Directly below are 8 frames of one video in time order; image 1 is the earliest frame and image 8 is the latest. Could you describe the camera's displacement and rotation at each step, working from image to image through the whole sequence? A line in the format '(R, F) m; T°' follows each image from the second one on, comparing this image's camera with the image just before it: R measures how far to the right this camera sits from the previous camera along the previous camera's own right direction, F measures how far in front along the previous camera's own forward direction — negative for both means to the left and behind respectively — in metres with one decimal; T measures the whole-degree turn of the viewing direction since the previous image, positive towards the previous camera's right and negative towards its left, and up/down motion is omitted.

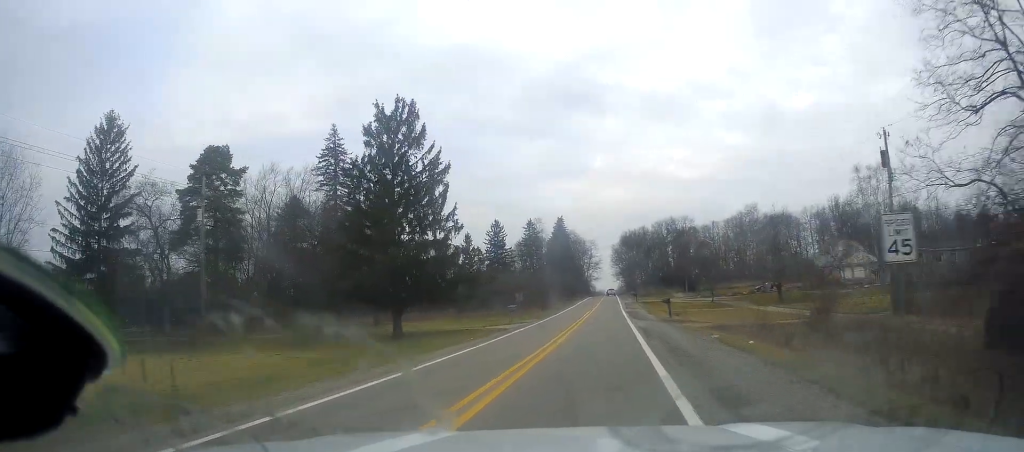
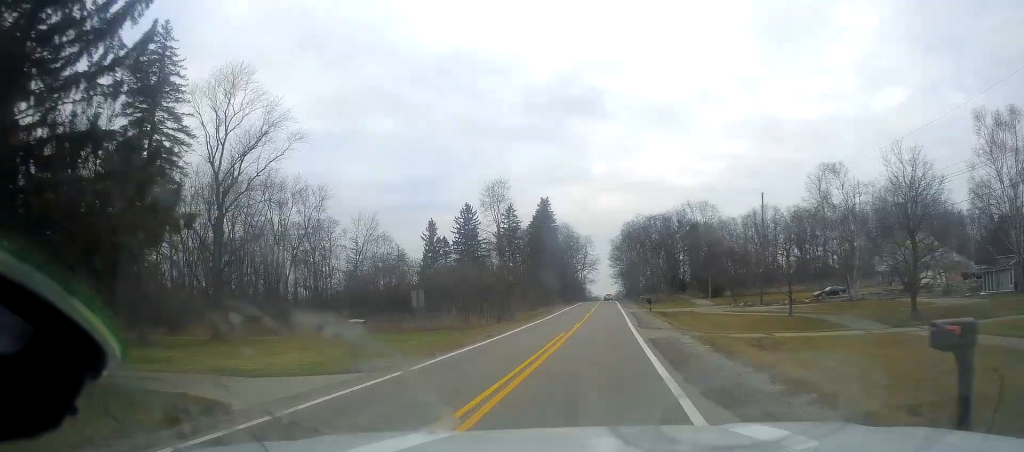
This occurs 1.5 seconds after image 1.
(+0.5, +30.8) m; +2°
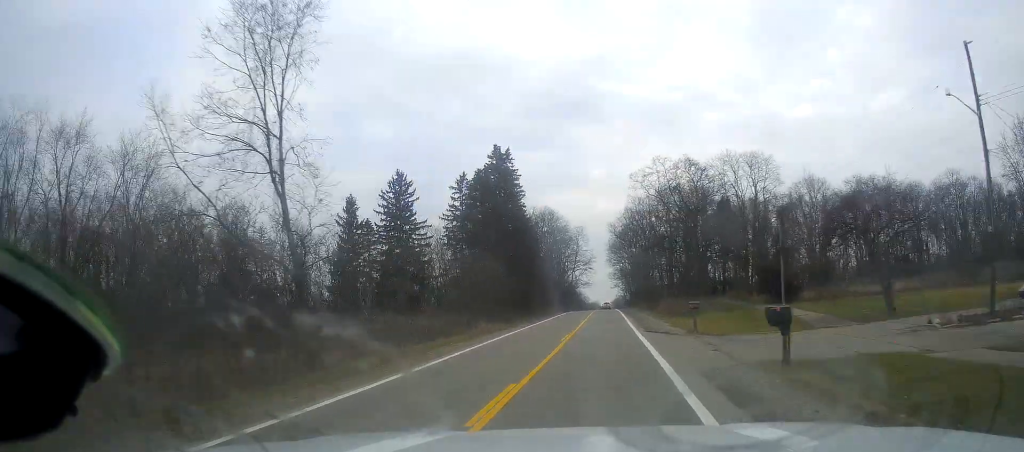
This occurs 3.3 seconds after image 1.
(+0.1, +39.8) m; -1°
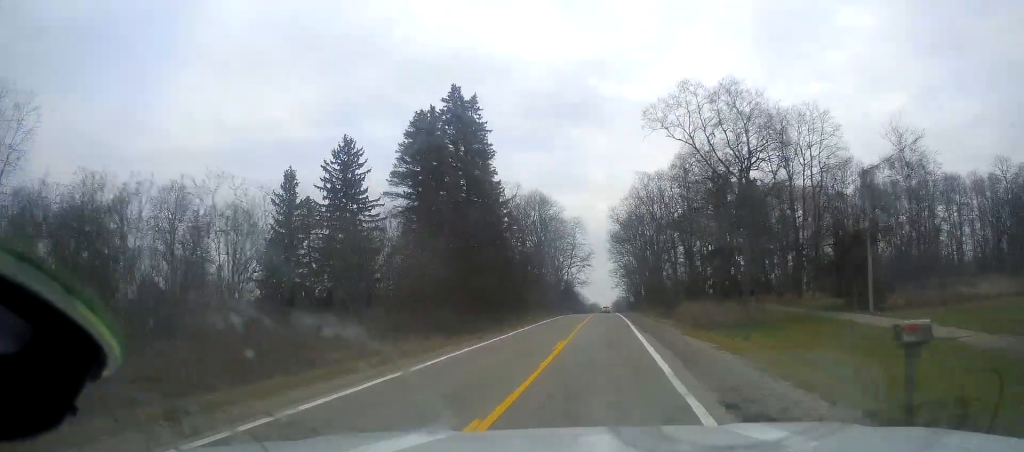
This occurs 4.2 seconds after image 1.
(-0.3, +18.8) m; +1°
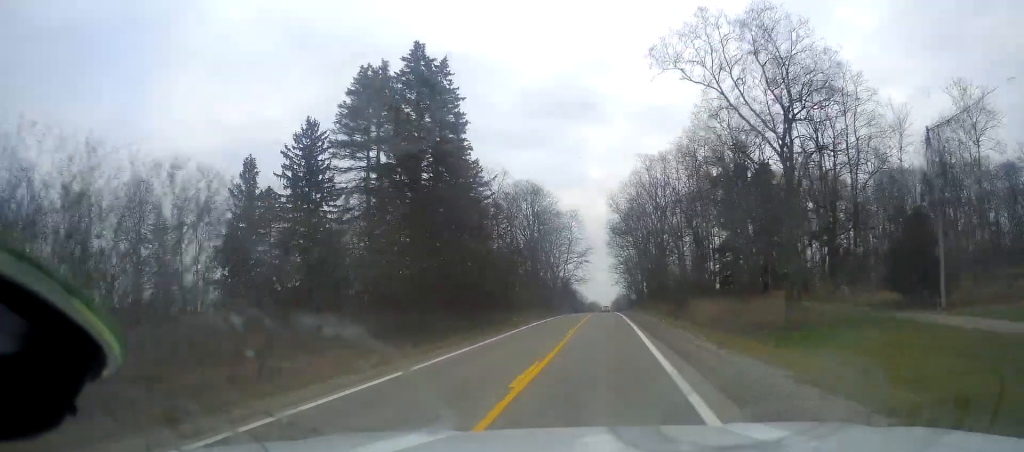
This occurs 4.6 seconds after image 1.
(+0.3, +8.7) m; 0°
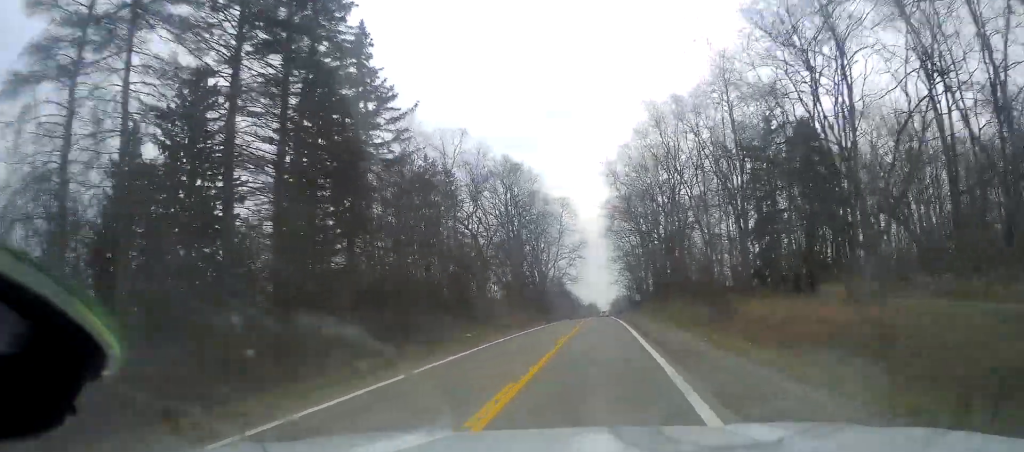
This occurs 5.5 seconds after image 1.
(+0.2, +18.8) m; 0°
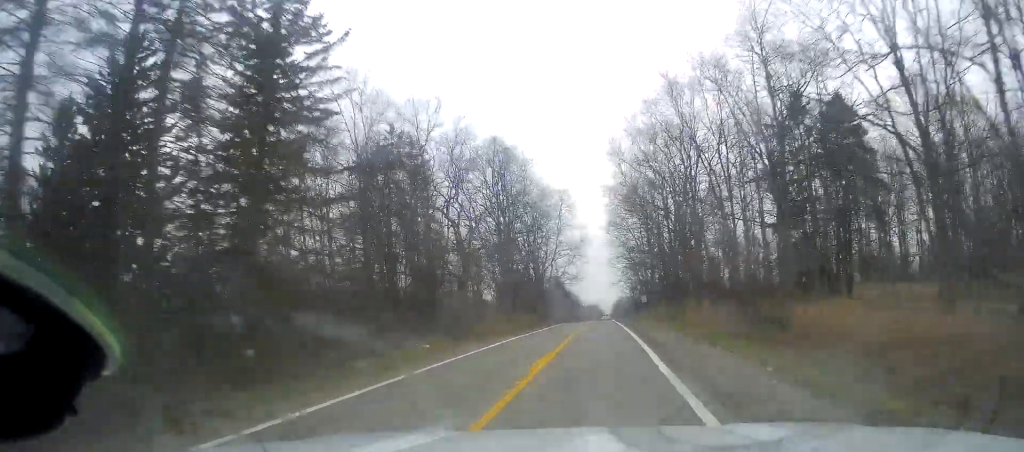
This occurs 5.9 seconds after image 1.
(-0.3, +8.7) m; 0°
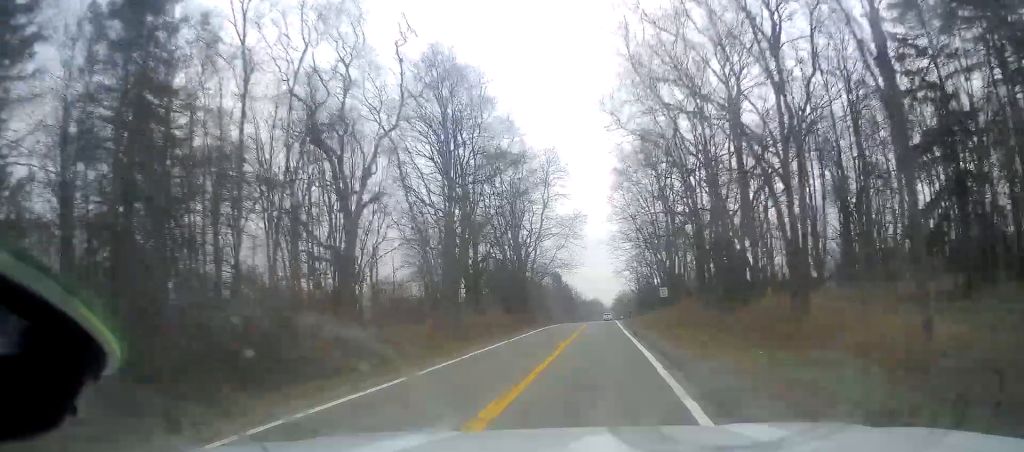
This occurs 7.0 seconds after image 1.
(+0.1, +23.8) m; 0°
